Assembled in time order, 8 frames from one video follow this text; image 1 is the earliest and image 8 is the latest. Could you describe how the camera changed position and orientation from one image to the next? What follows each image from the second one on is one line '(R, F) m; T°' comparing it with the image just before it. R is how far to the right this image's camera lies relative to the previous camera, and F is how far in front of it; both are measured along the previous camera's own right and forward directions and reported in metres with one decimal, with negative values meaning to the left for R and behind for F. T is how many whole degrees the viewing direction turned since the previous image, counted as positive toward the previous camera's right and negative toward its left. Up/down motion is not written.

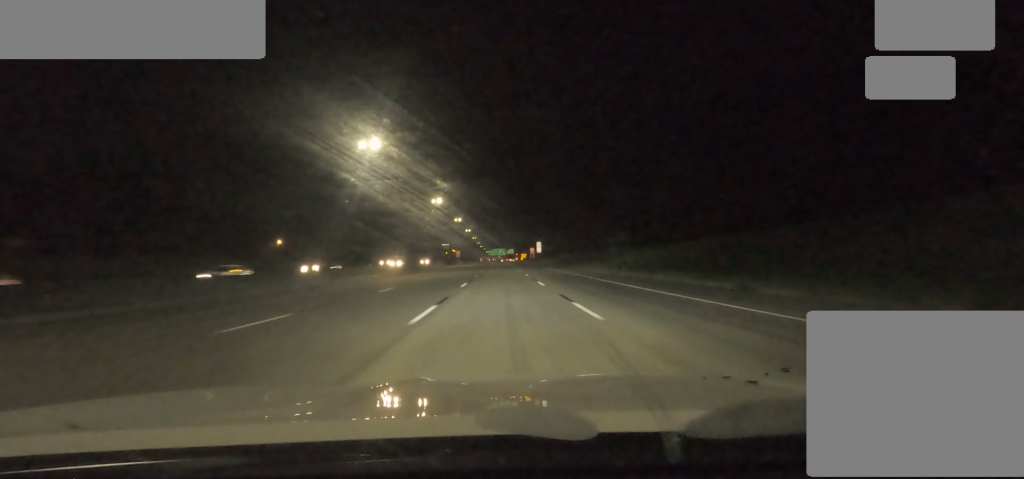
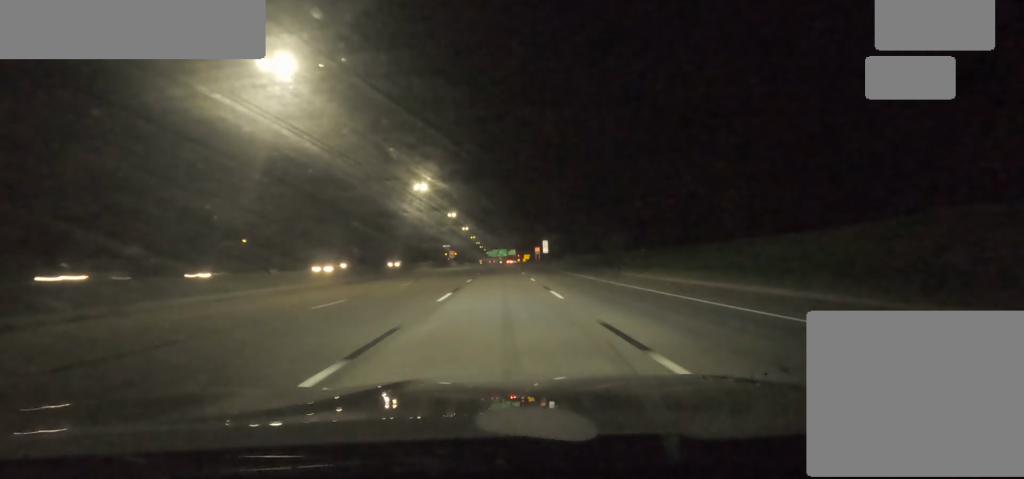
(0.0, +22.1) m; 0°
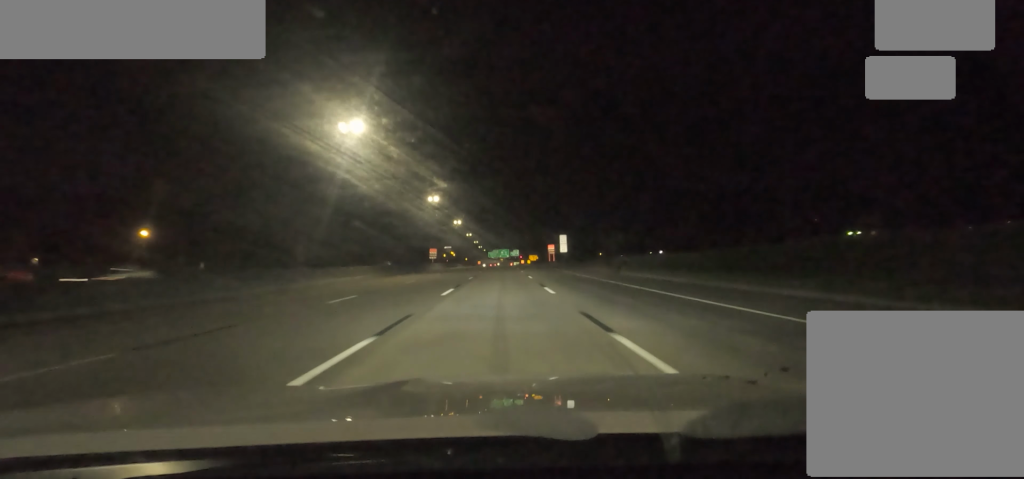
(0.0, +40.9) m; 0°
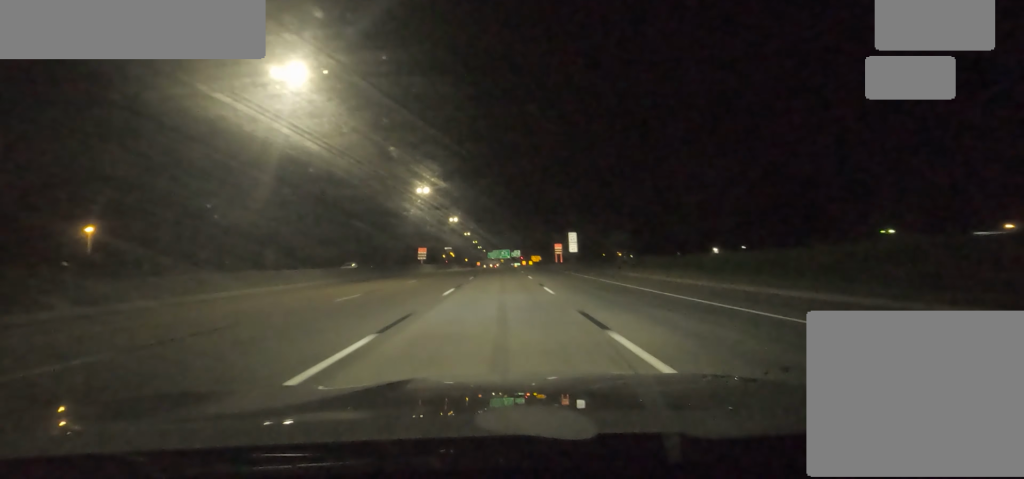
(0.0, +14.4) m; 0°
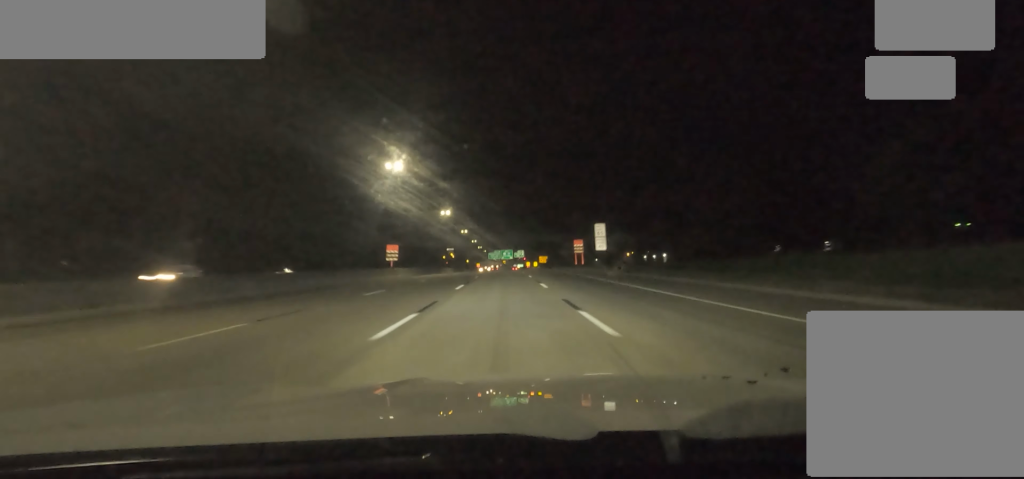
(0.0, +24.9) m; 0°
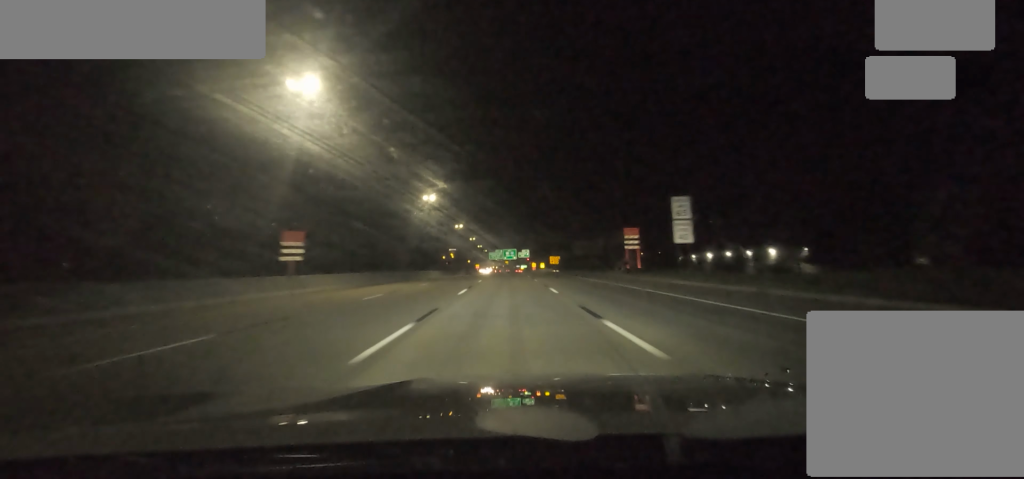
(0.0, +27.7) m; 0°
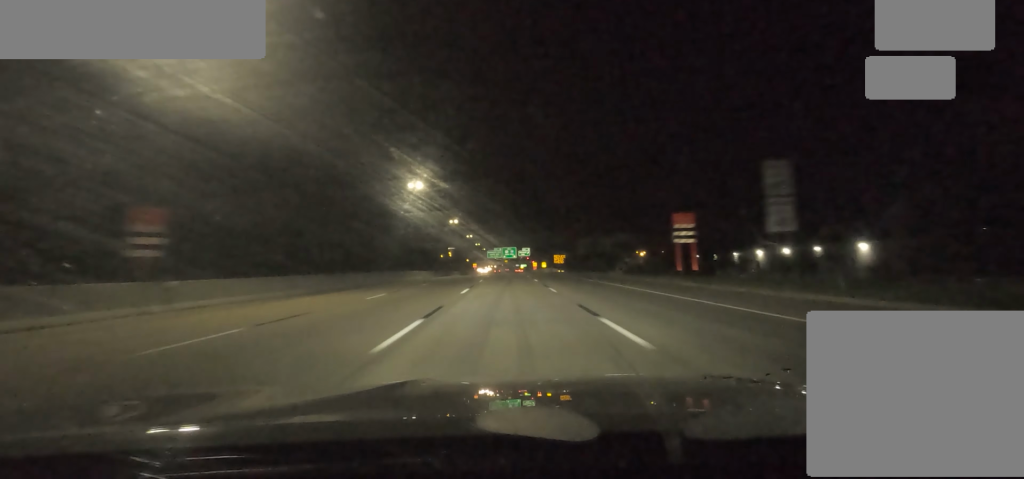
(0.0, +12.0) m; 0°
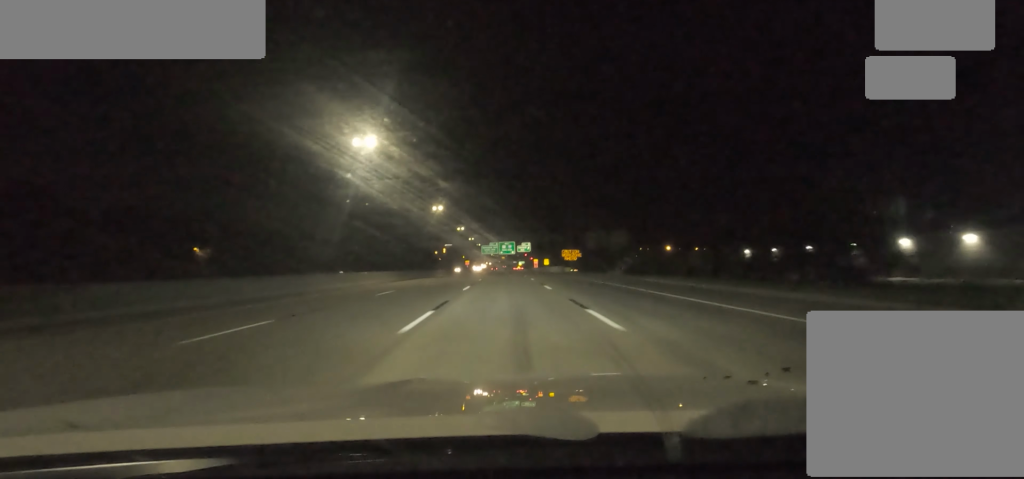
(0.0, +22.5) m; 0°
